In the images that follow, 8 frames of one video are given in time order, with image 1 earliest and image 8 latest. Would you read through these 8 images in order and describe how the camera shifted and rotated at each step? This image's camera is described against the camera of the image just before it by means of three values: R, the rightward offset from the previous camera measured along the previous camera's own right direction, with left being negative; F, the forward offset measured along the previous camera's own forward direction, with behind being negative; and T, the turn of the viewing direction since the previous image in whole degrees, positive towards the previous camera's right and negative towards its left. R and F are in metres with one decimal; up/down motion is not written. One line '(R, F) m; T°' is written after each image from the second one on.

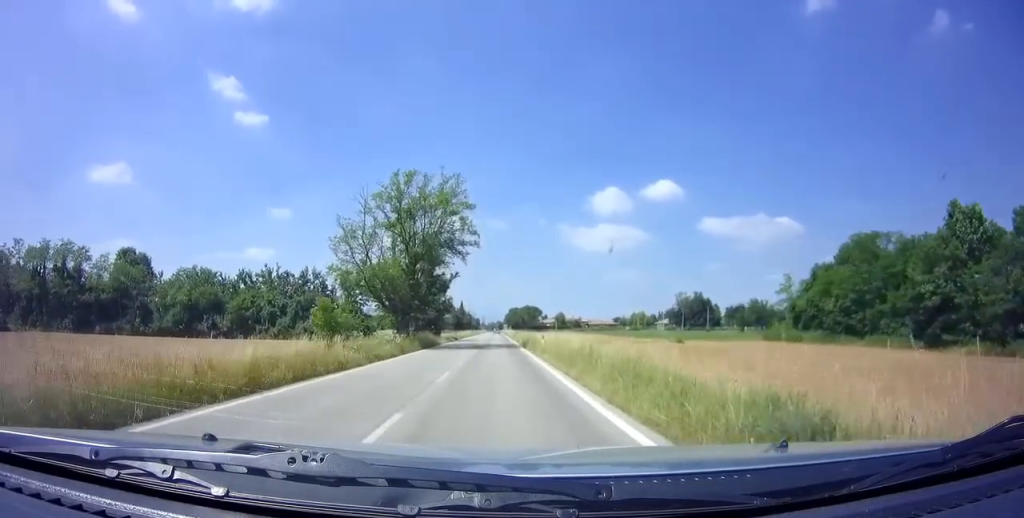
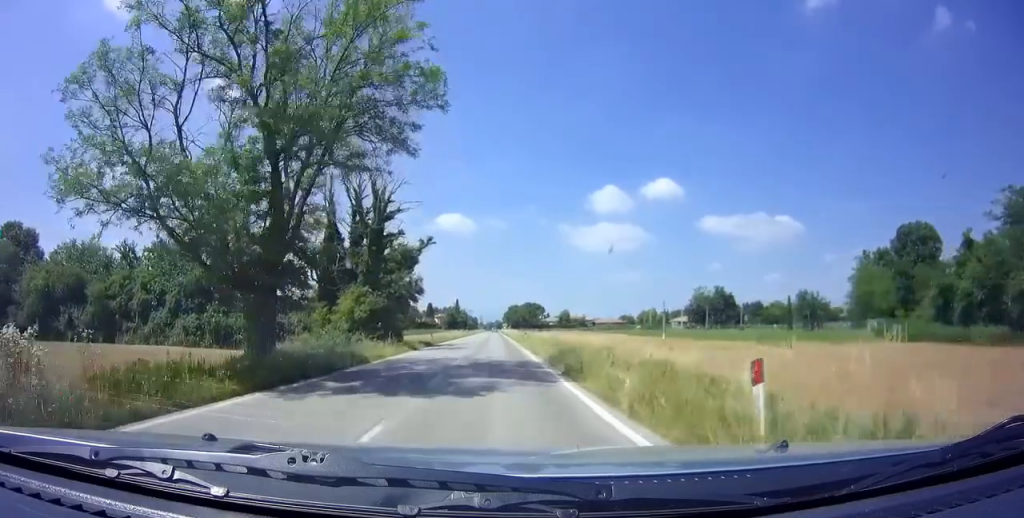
(-0.1, +24.2) m; 0°
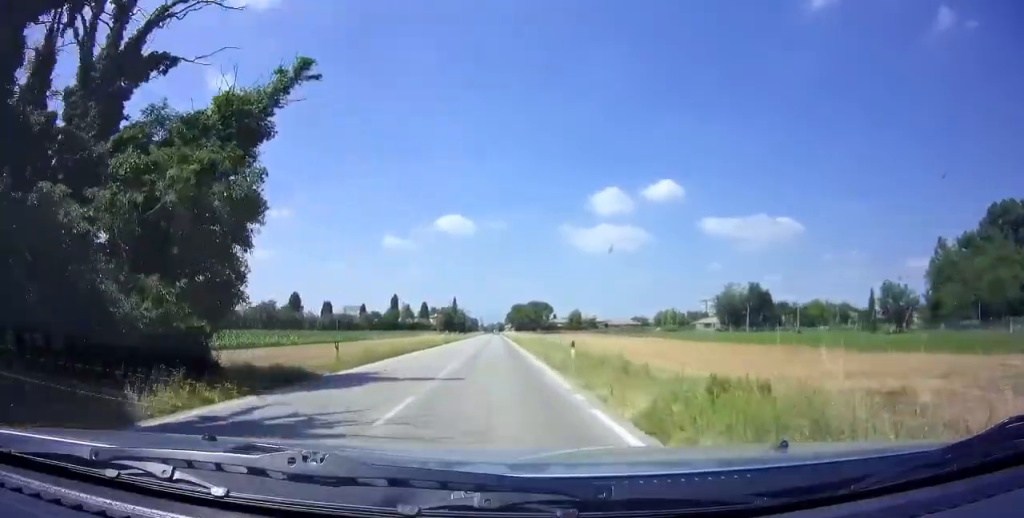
(-0.1, +27.5) m; -1°
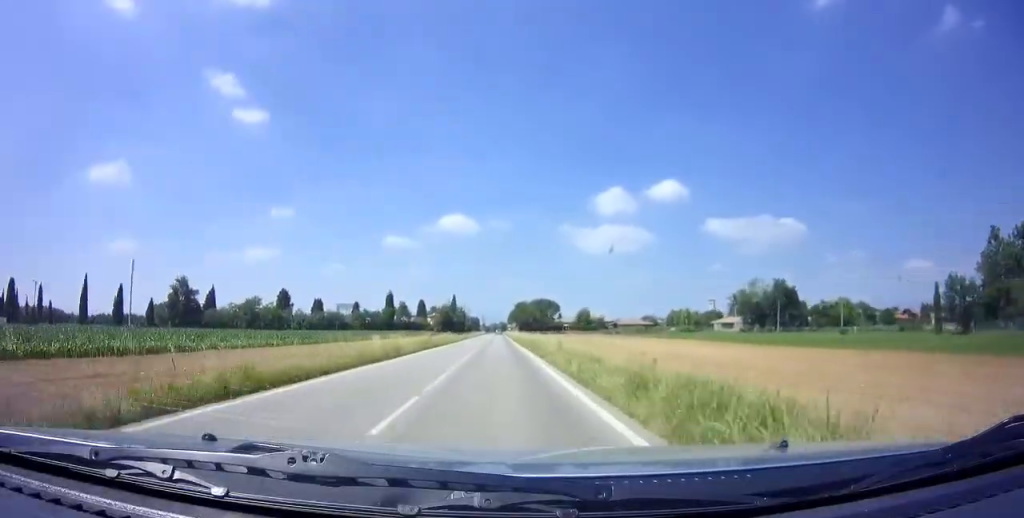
(0.0, +14.6) m; 0°
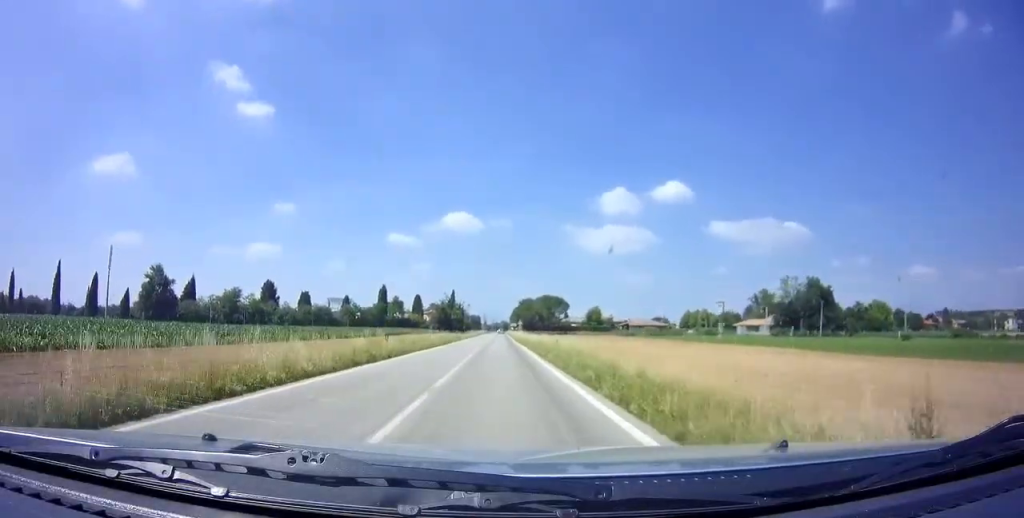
(+0.1, +18.0) m; 0°
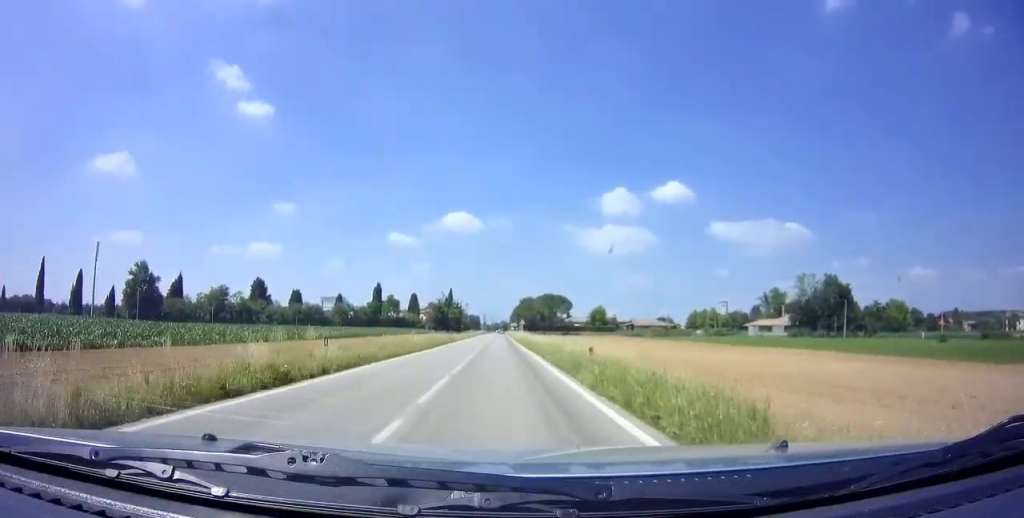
(0.0, +8.7) m; 0°
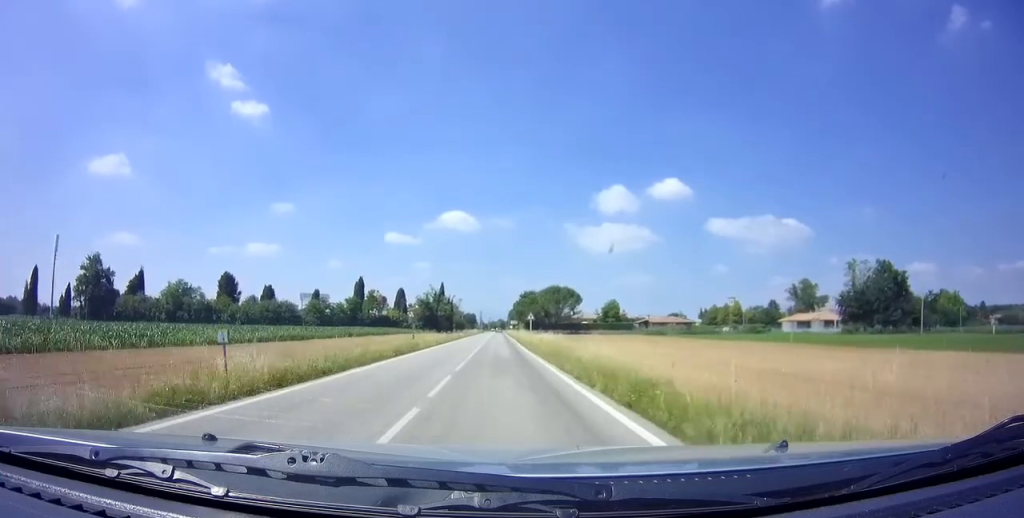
(0.0, +22.6) m; +1°
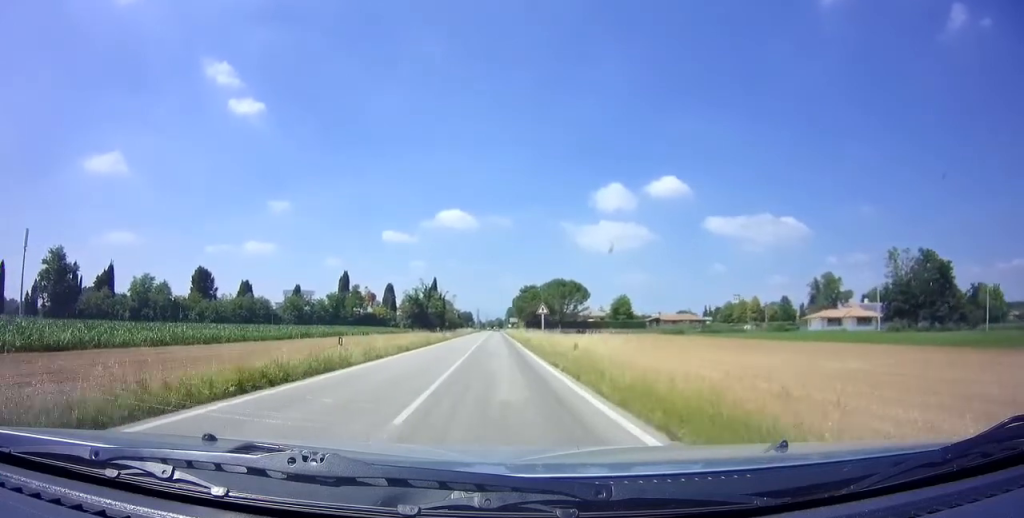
(+0.1, +14.9) m; 0°
